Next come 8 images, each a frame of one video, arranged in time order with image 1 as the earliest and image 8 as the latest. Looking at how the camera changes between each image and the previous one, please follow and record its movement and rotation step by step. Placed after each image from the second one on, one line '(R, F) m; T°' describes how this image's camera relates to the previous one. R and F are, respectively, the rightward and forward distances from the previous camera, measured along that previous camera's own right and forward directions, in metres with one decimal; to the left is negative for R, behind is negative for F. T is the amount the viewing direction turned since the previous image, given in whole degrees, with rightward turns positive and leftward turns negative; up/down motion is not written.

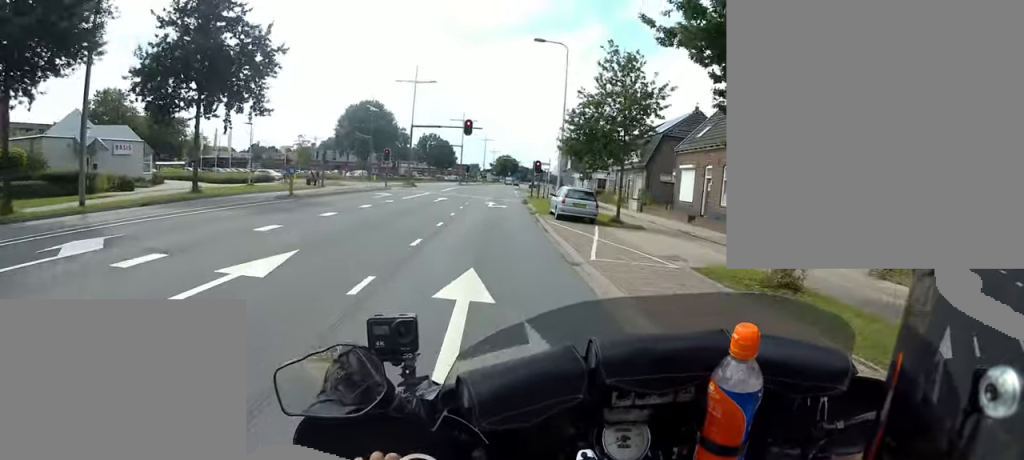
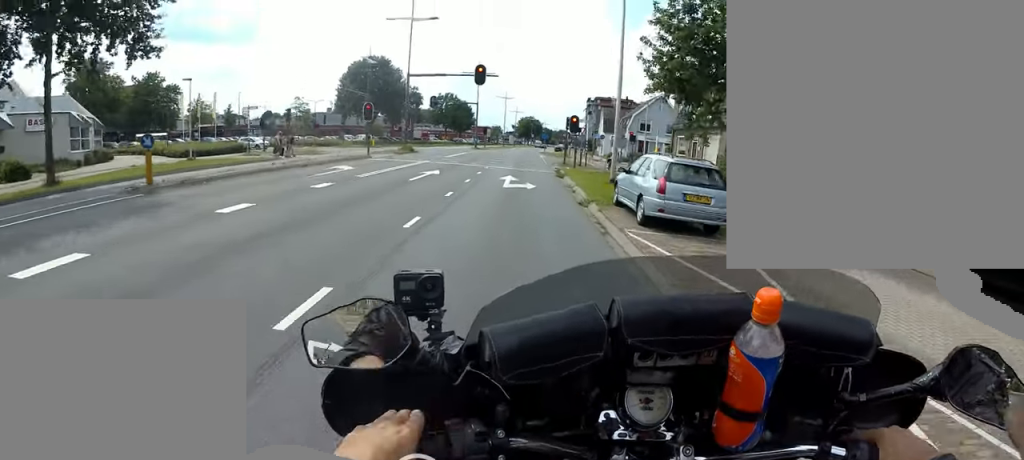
(+0.3, +9.7) m; +2°
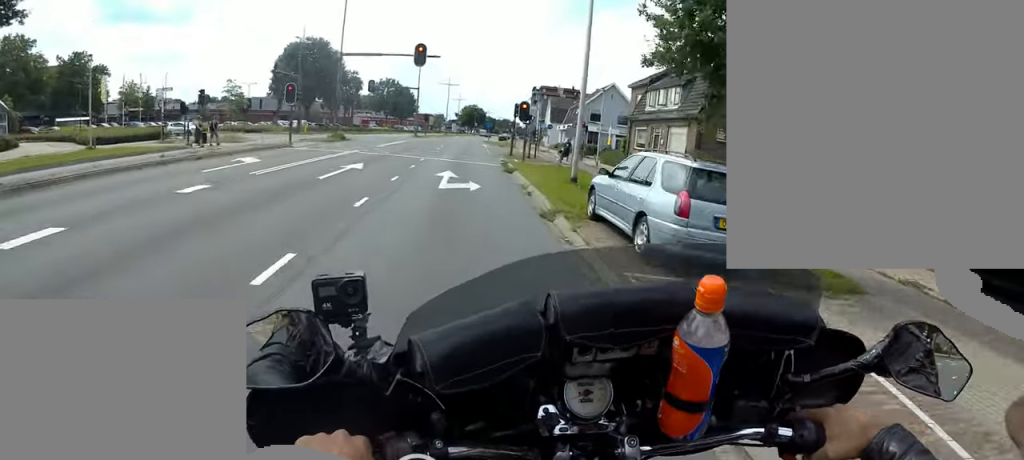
(0.0, +2.8) m; 0°
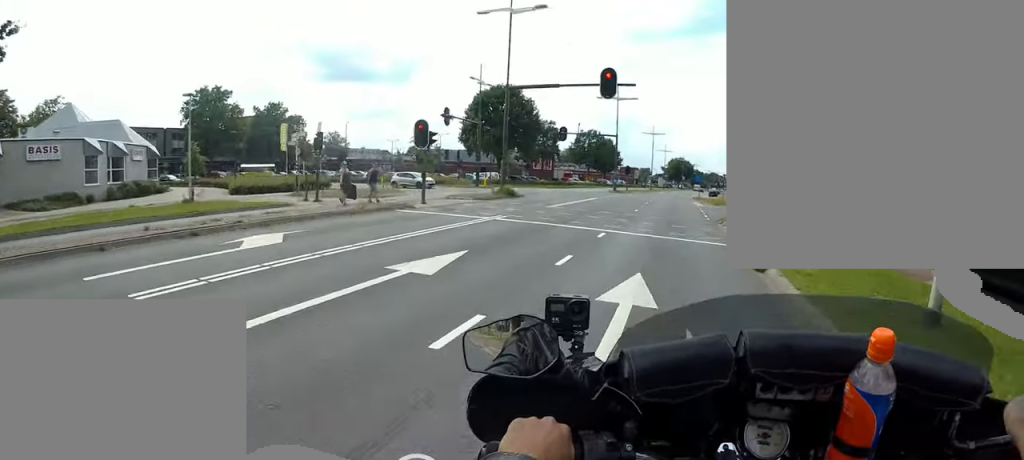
(-0.2, +7.7) m; -18°
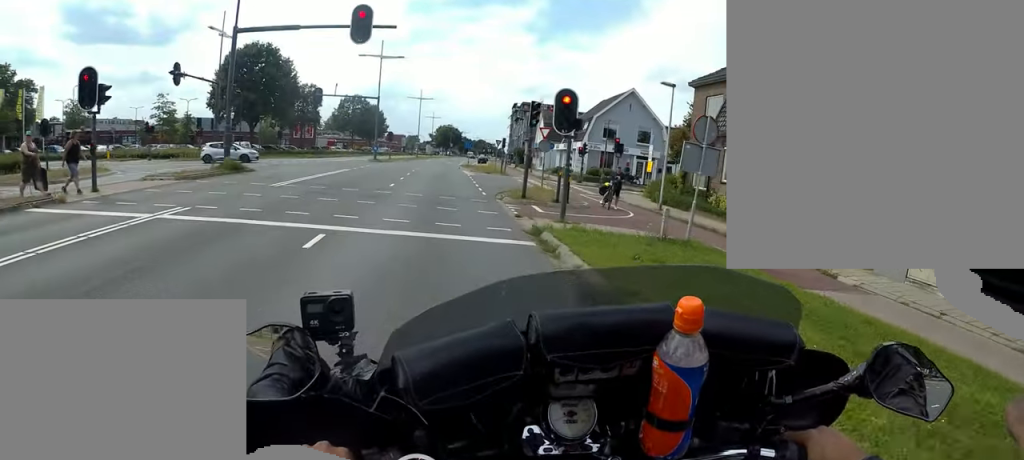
(-1.2, +3.9) m; -6°
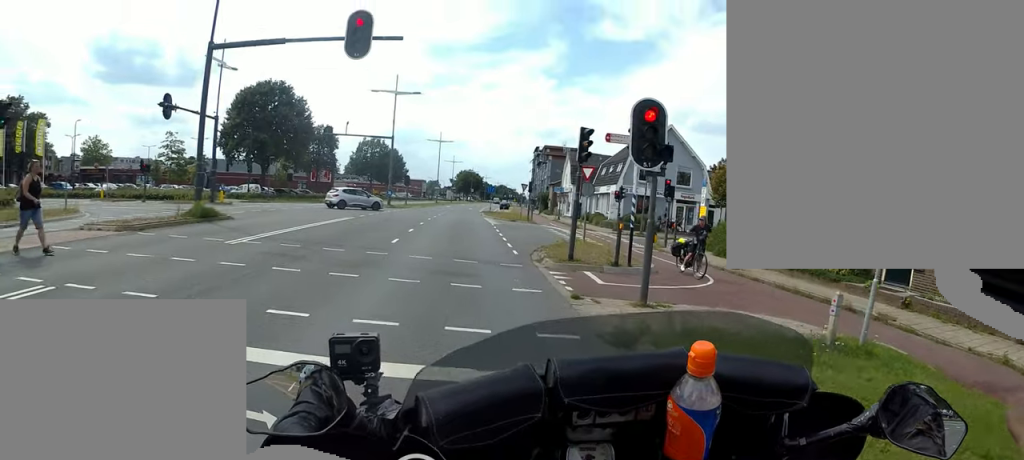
(+0.8, +2.8) m; +16°
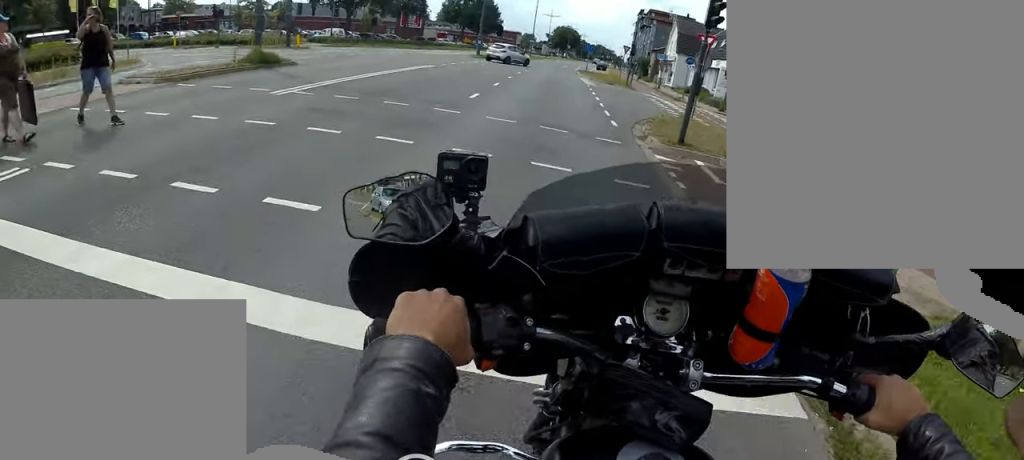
(+0.2, +1.0) m; 0°
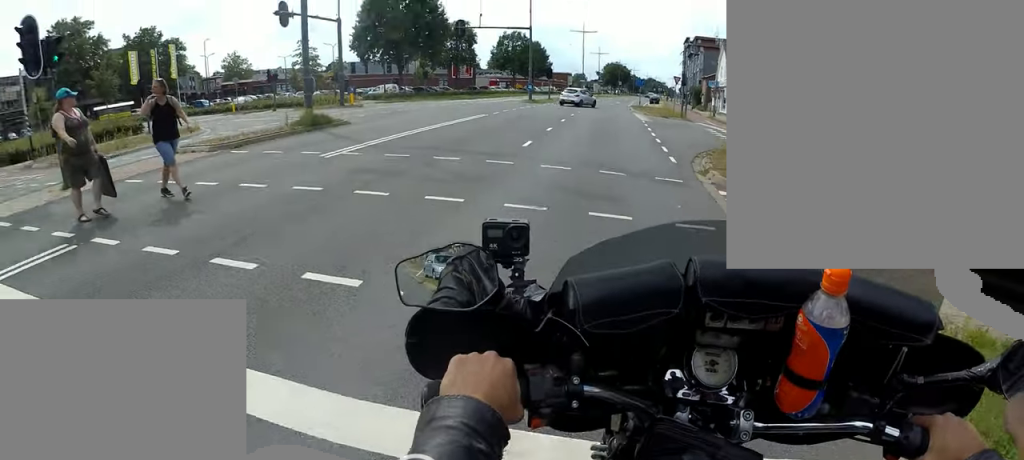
(0.0, +0.3) m; 0°
